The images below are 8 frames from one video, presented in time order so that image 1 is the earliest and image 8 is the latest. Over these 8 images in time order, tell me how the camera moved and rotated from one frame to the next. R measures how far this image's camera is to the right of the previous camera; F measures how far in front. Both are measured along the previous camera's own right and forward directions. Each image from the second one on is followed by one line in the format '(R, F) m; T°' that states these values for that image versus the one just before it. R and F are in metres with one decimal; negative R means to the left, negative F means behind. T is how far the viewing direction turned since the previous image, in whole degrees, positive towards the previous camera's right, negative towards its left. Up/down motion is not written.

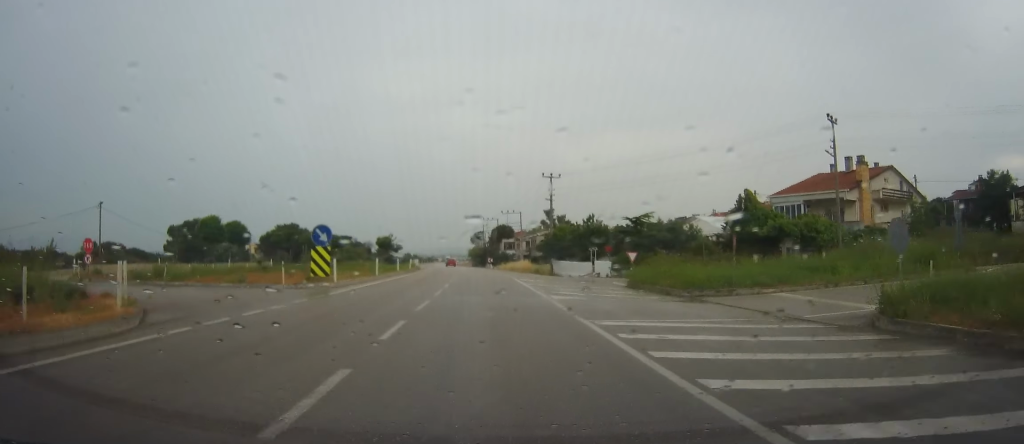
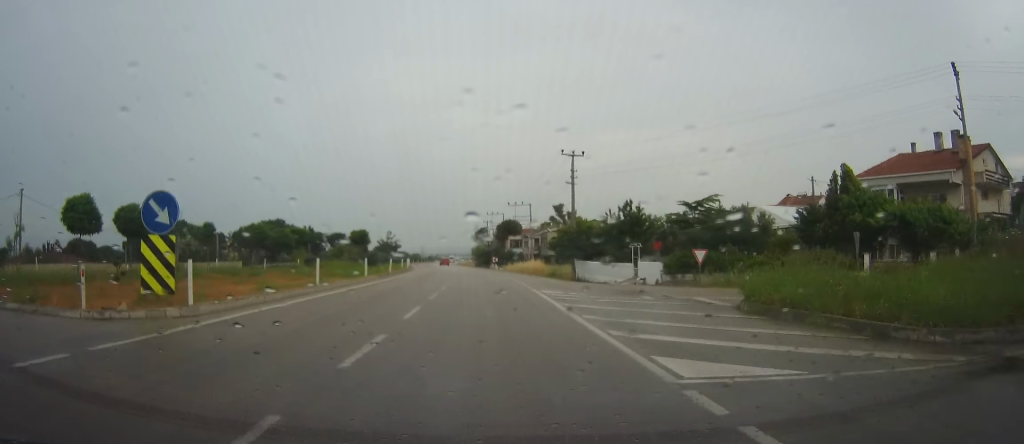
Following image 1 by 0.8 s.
(+0.2, +14.4) m; +1°
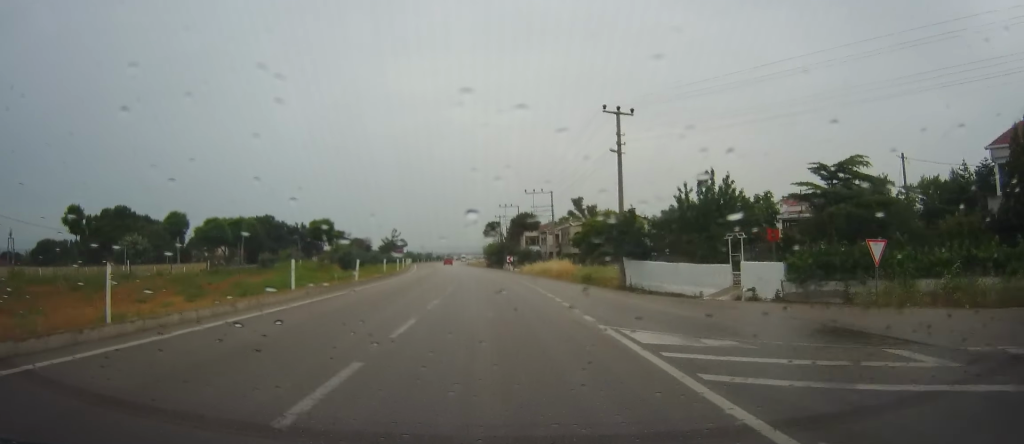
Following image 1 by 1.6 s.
(0.0, +15.6) m; 0°
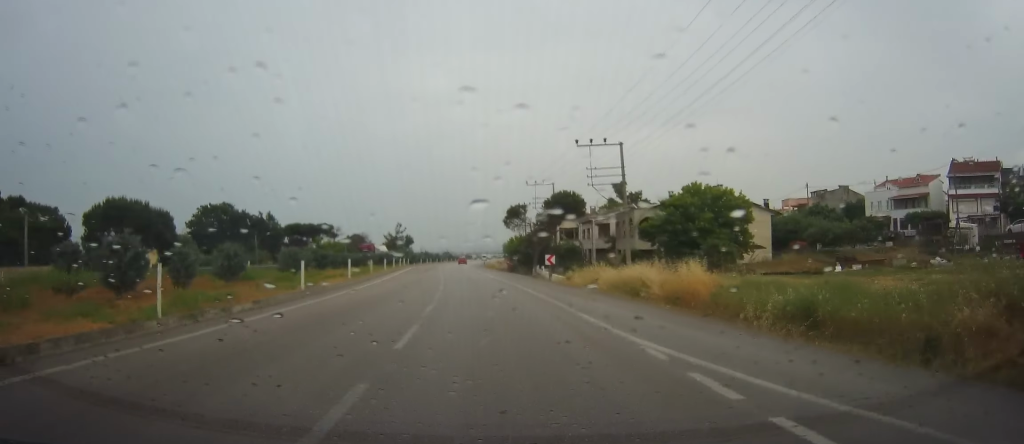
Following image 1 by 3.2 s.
(-0.7, +31.1) m; -3°
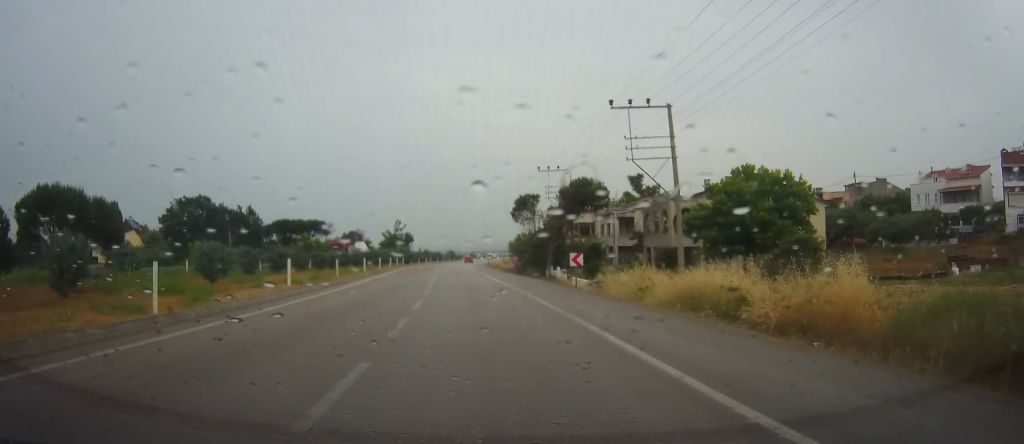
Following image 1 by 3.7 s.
(-0.1, +10.6) m; -1°
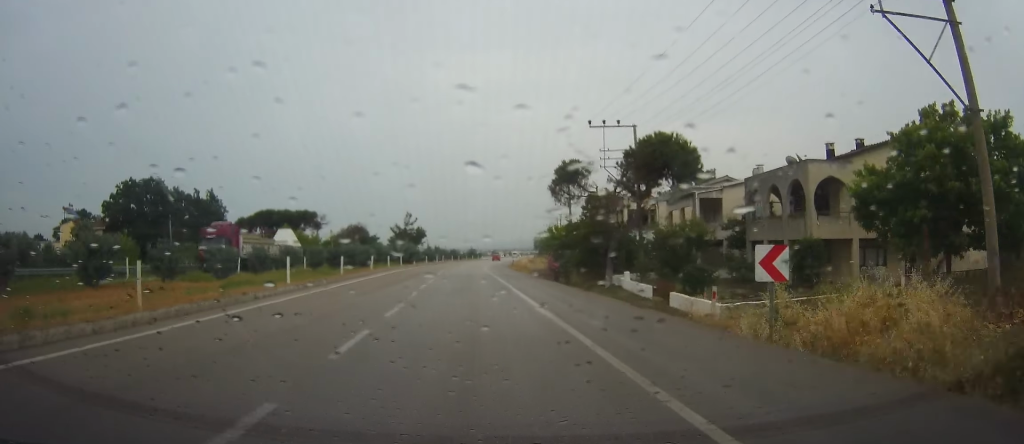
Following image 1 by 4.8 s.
(0.0, +20.9) m; 0°
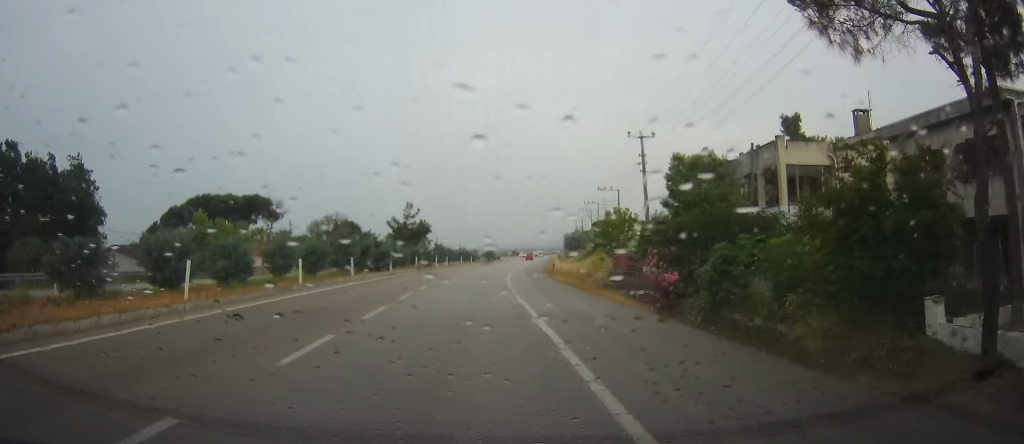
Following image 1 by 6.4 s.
(-0.8, +31.6) m; -3°
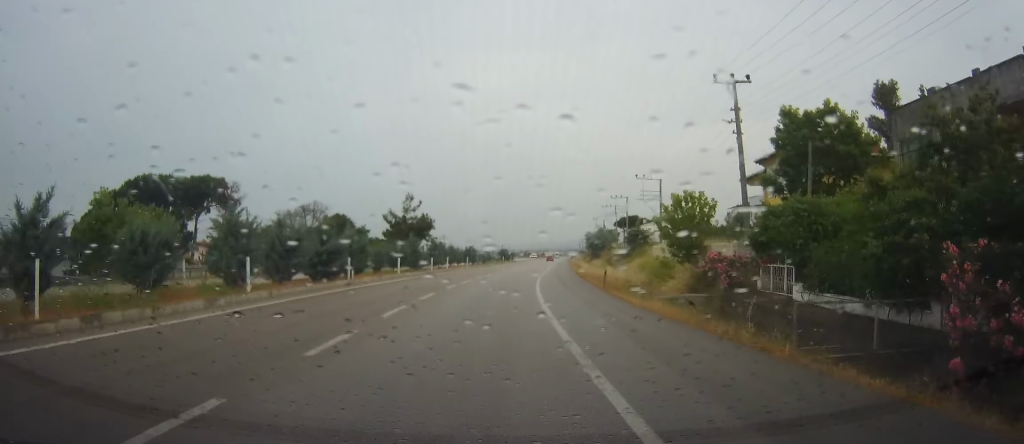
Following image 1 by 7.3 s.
(0.0, +17.2) m; 0°
